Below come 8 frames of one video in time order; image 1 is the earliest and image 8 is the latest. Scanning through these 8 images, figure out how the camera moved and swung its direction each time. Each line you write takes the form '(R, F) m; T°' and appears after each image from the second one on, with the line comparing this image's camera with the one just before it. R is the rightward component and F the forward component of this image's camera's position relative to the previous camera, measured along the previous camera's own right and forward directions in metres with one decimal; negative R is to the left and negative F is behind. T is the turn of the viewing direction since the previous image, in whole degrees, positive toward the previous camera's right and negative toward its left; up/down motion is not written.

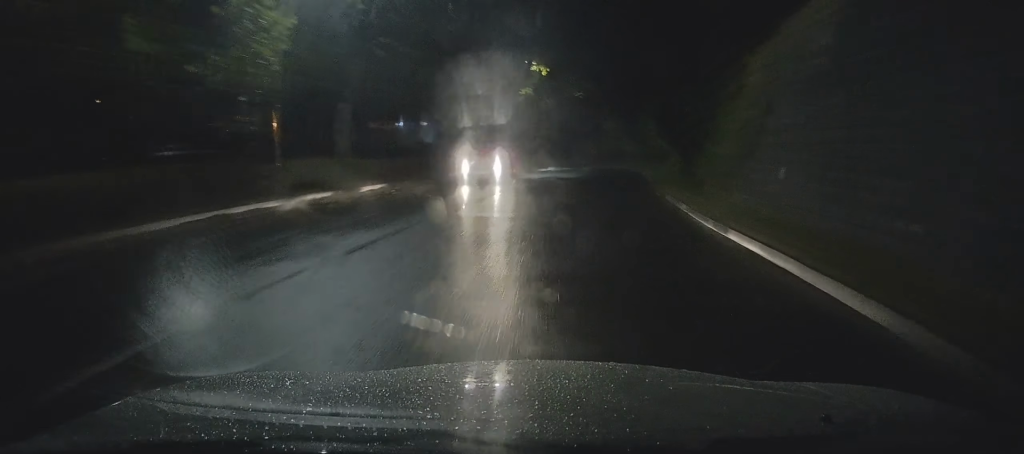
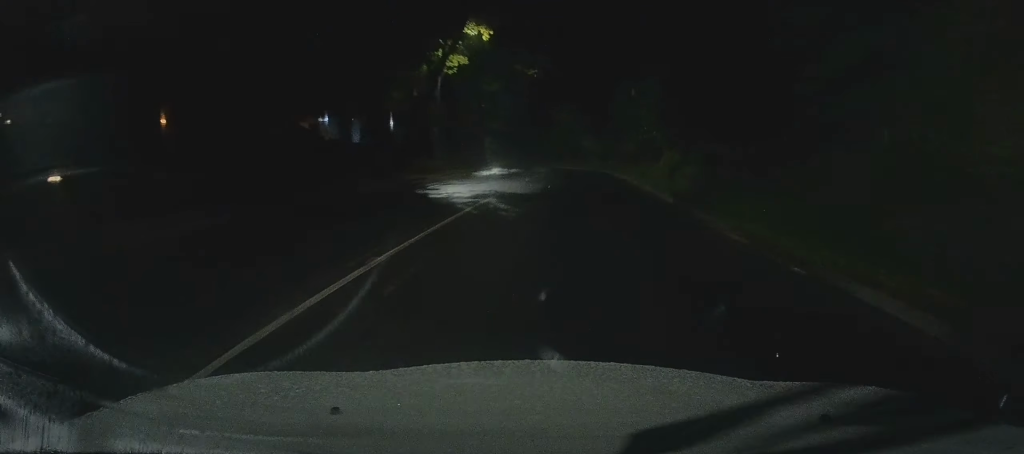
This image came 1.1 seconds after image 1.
(+0.8, +14.4) m; +6°
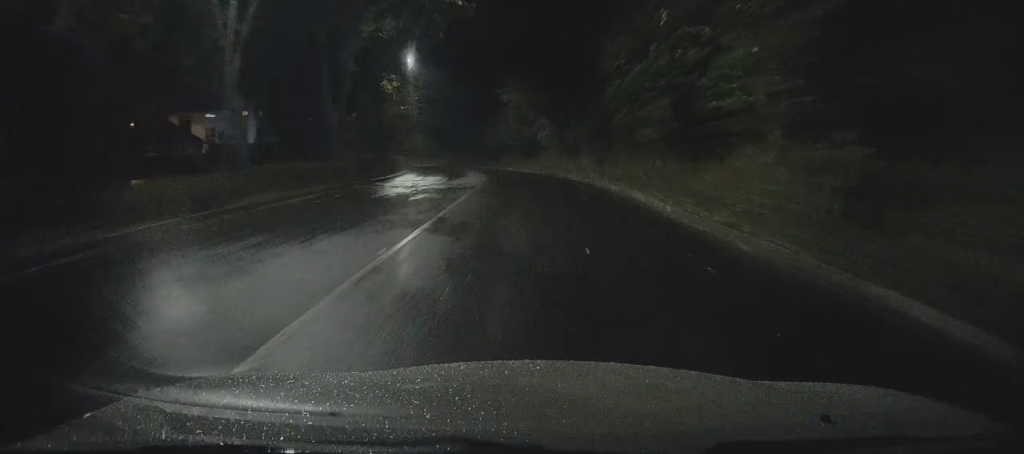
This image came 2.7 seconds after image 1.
(+1.2, +20.5) m; +6°
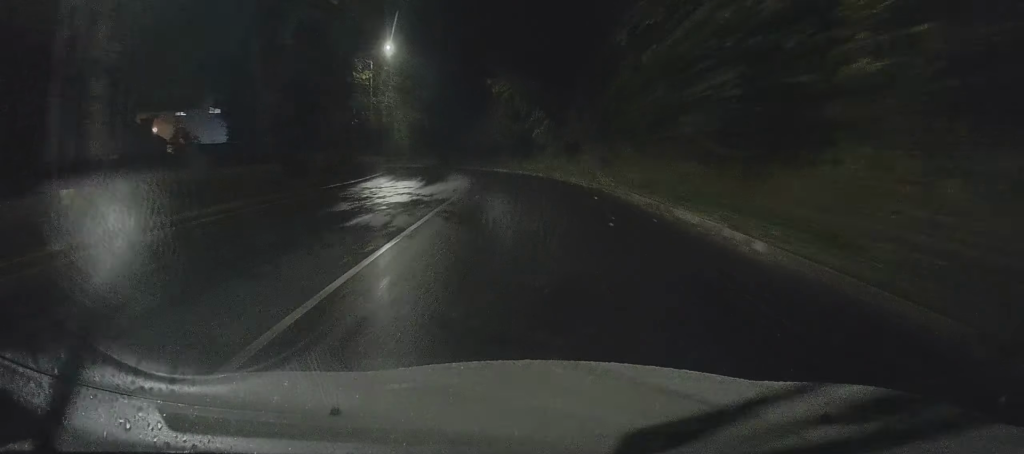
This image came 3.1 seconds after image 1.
(+0.1, +6.3) m; +2°
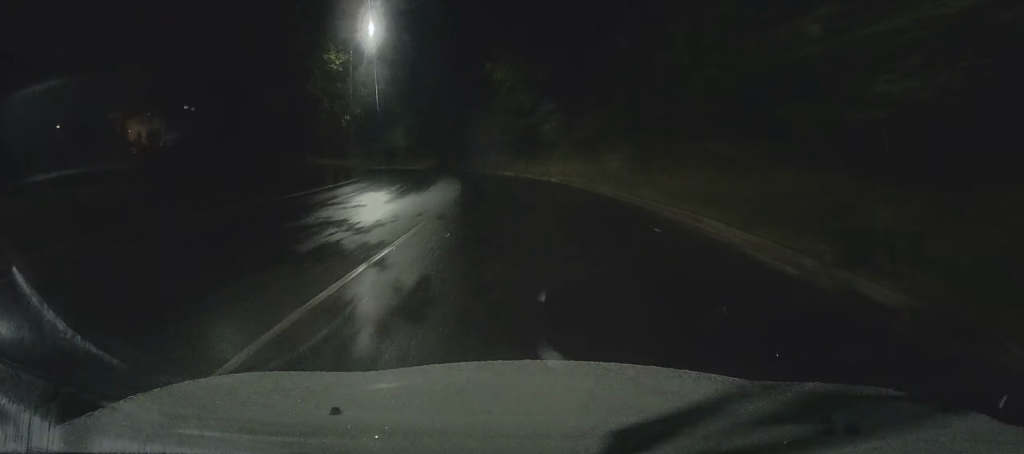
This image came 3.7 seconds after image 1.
(+0.2, +7.8) m; 0°
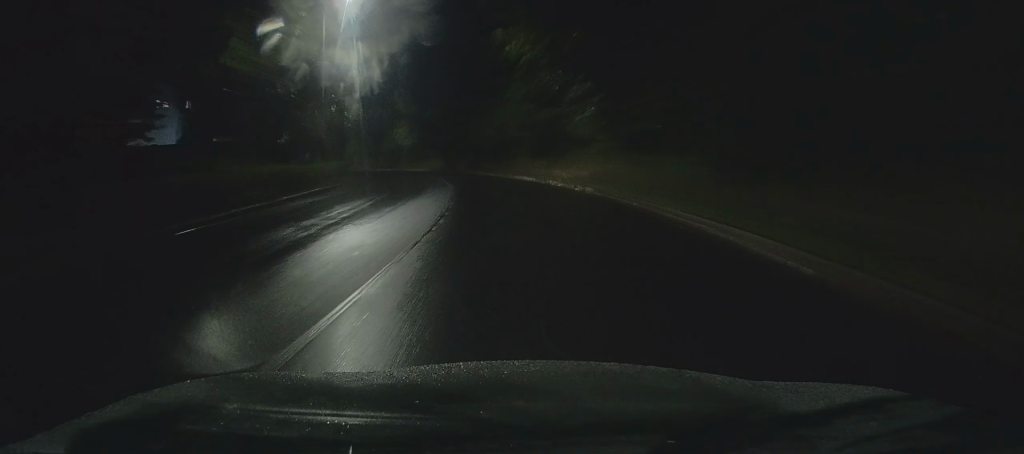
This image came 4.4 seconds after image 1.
(+0.3, +9.3) m; -2°
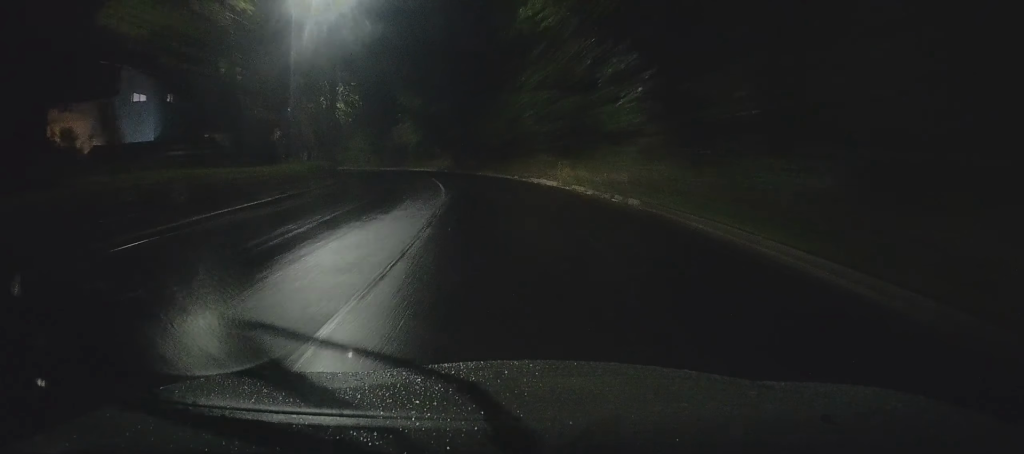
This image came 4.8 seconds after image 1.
(-0.4, +6.5) m; -3°
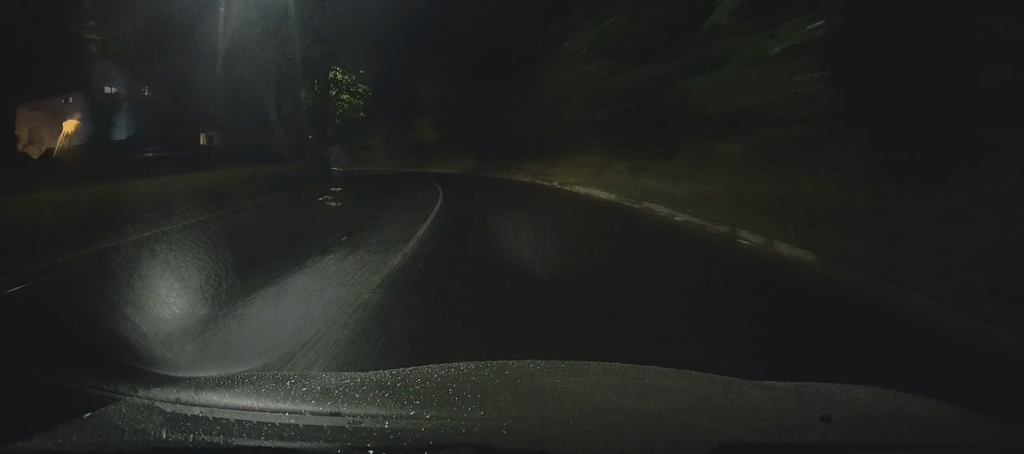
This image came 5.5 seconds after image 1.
(-0.3, +8.8) m; -3°
